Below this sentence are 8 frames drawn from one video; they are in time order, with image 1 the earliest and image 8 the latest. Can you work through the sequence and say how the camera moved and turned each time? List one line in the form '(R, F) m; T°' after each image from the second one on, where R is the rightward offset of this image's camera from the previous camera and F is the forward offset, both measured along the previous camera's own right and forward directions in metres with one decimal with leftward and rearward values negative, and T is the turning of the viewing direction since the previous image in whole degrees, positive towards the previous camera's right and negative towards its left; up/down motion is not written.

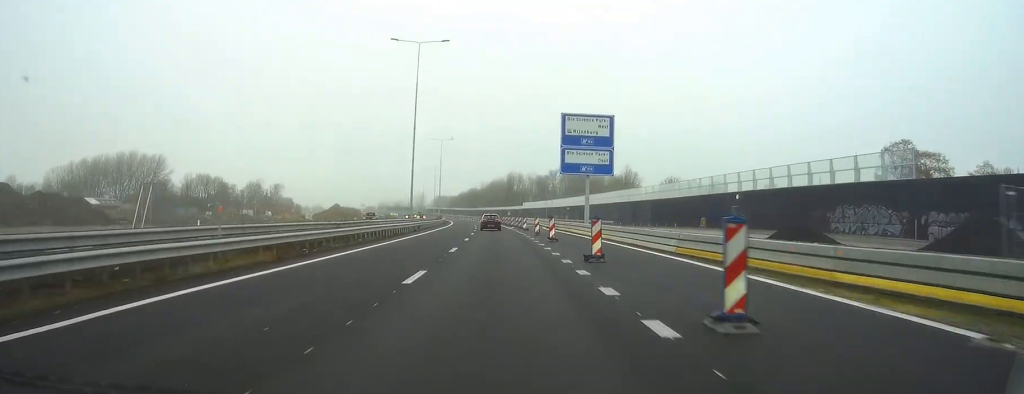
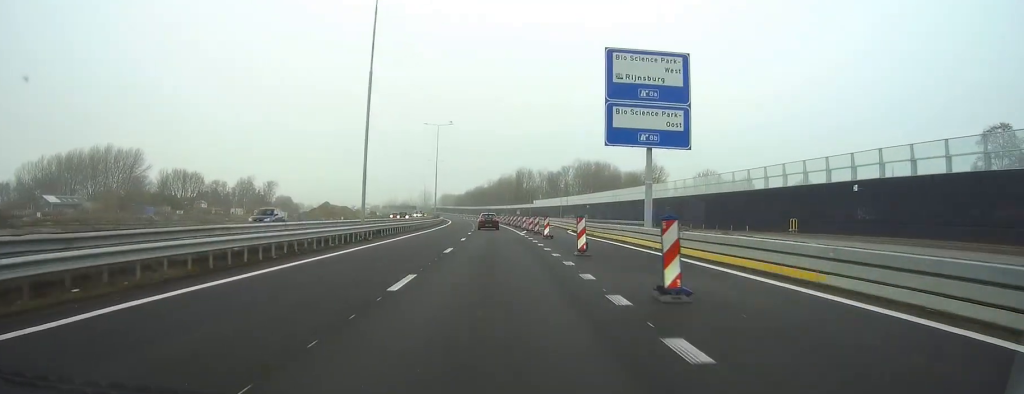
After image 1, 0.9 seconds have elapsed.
(0.0, +25.5) m; -1°
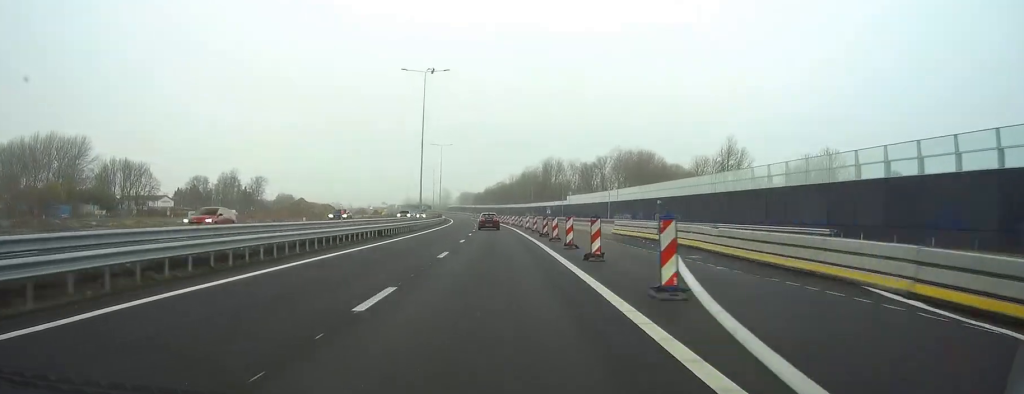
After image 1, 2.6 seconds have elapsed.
(-1.0, +51.0) m; -2°
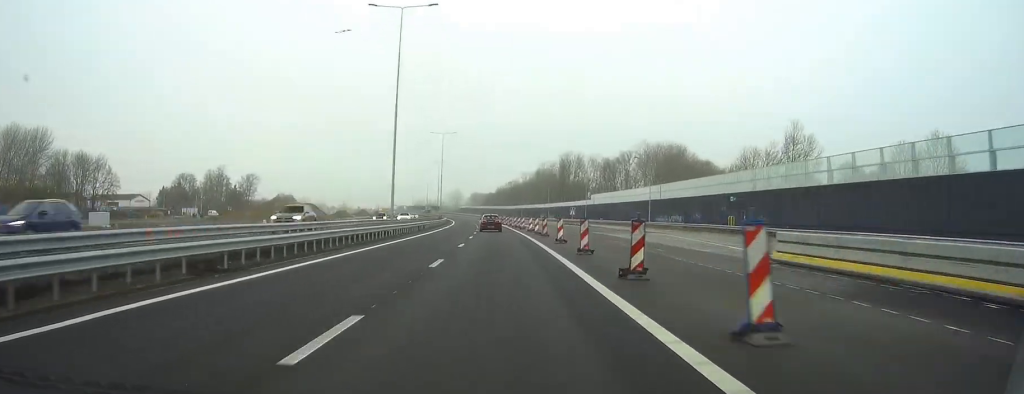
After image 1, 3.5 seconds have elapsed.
(-0.1, +27.5) m; -1°
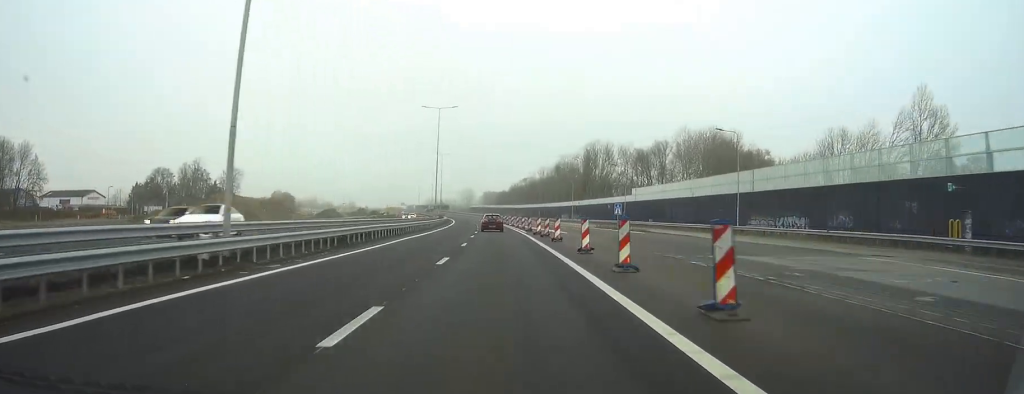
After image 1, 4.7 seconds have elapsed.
(-0.5, +35.3) m; -1°
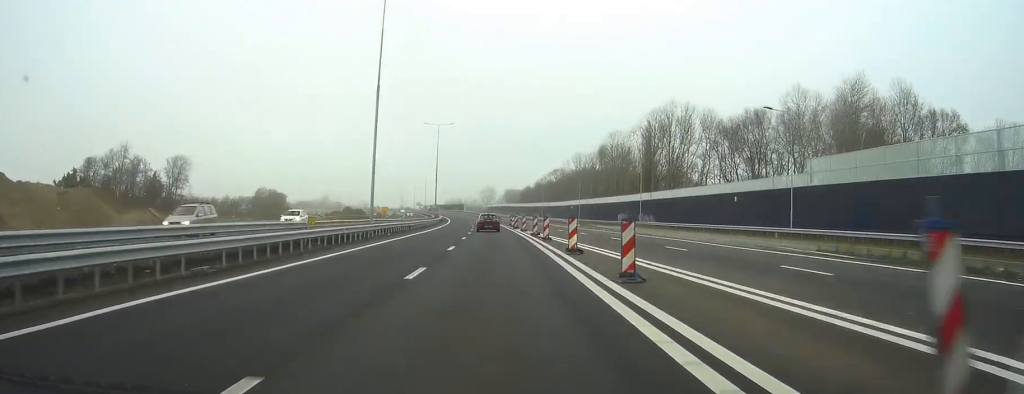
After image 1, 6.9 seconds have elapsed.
(-1.0, +64.6) m; -2°
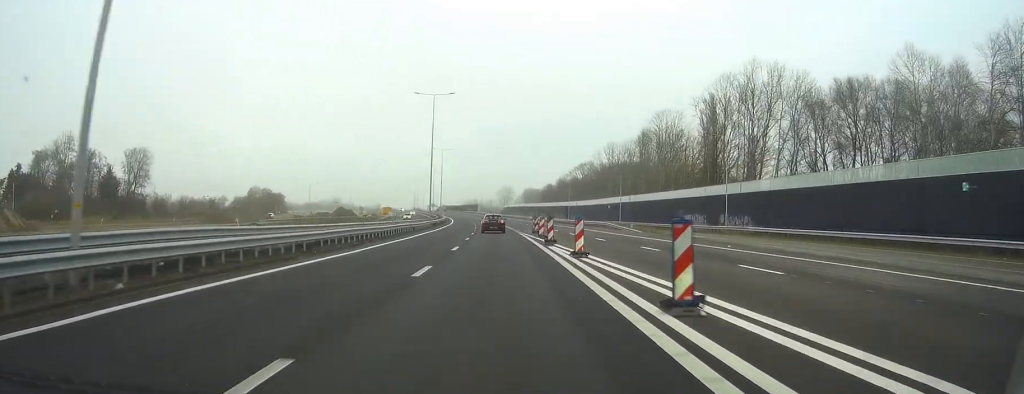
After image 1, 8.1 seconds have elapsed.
(-0.4, +35.2) m; -1°
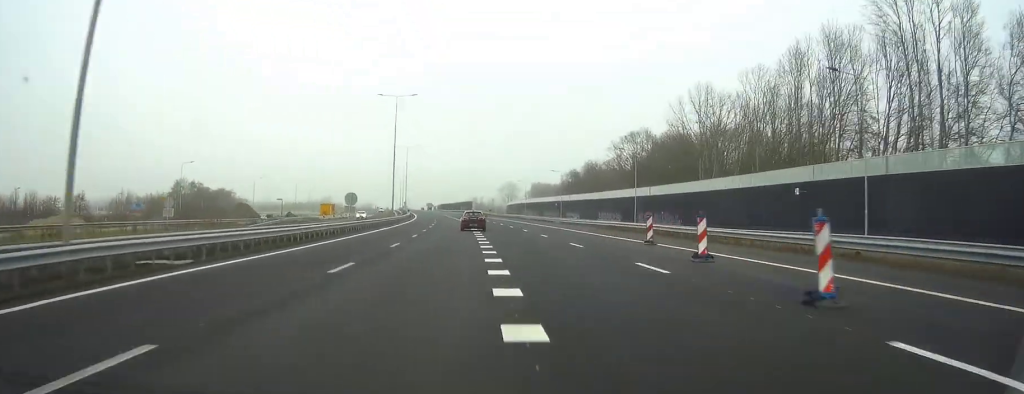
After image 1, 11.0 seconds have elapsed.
(-1.7, +84.1) m; -2°
